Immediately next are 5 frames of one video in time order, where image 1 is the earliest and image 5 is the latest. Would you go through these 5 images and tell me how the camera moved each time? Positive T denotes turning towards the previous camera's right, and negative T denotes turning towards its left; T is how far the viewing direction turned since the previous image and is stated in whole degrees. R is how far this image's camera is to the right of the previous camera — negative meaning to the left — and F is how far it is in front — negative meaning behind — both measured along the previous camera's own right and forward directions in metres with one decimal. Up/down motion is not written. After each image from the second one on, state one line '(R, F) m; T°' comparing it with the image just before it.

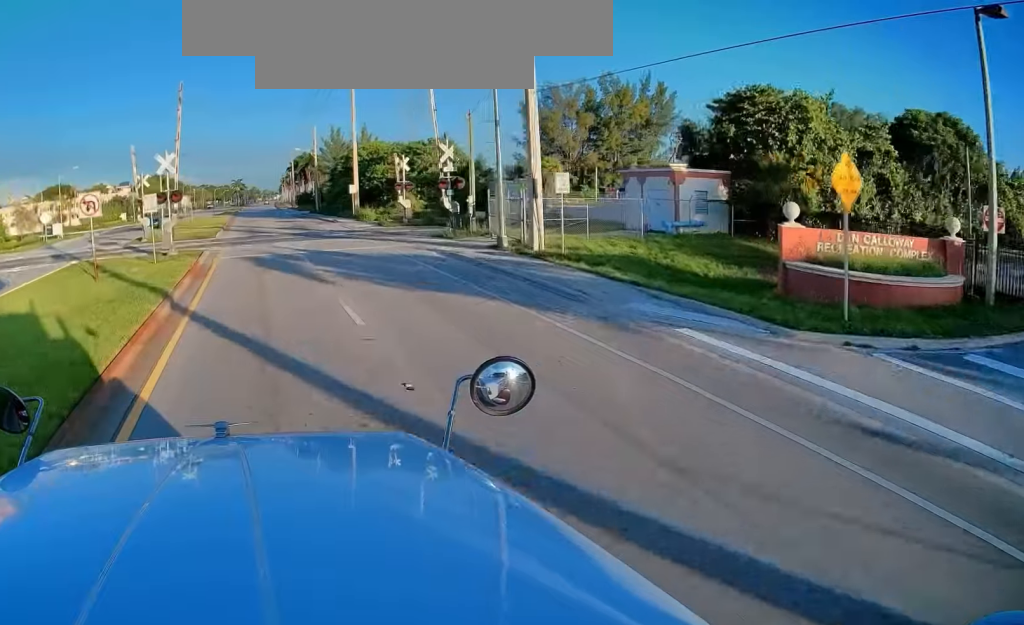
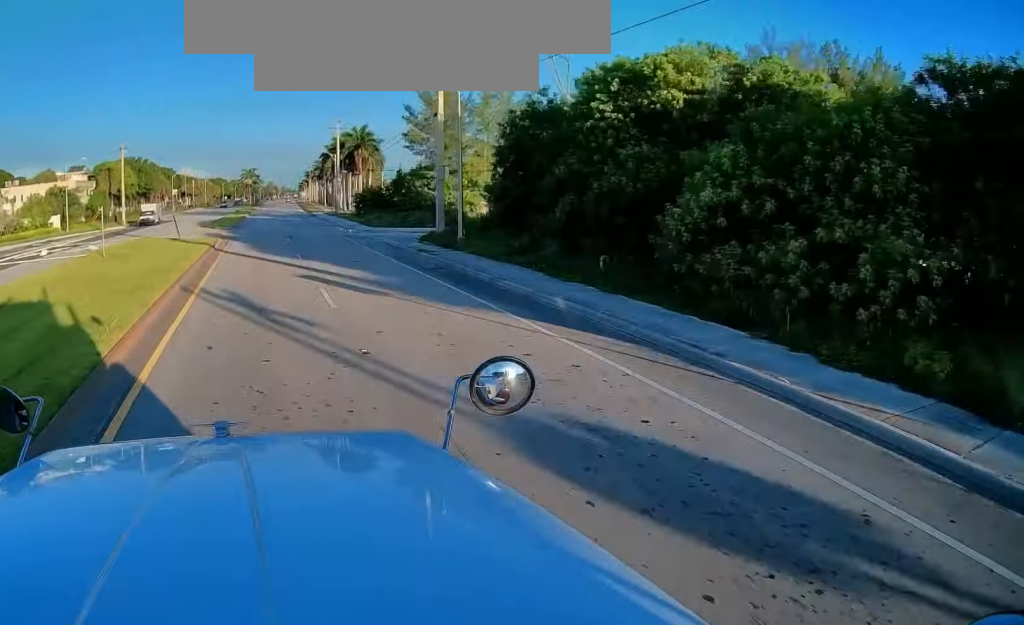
(-1.2, +63.8) m; -2°
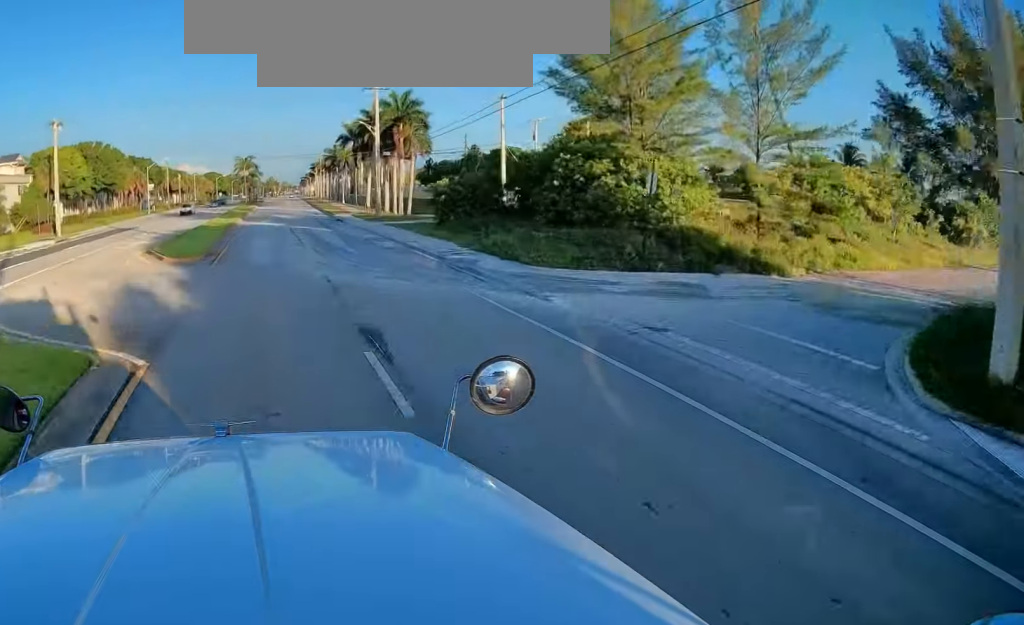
(+0.1, +32.8) m; +1°
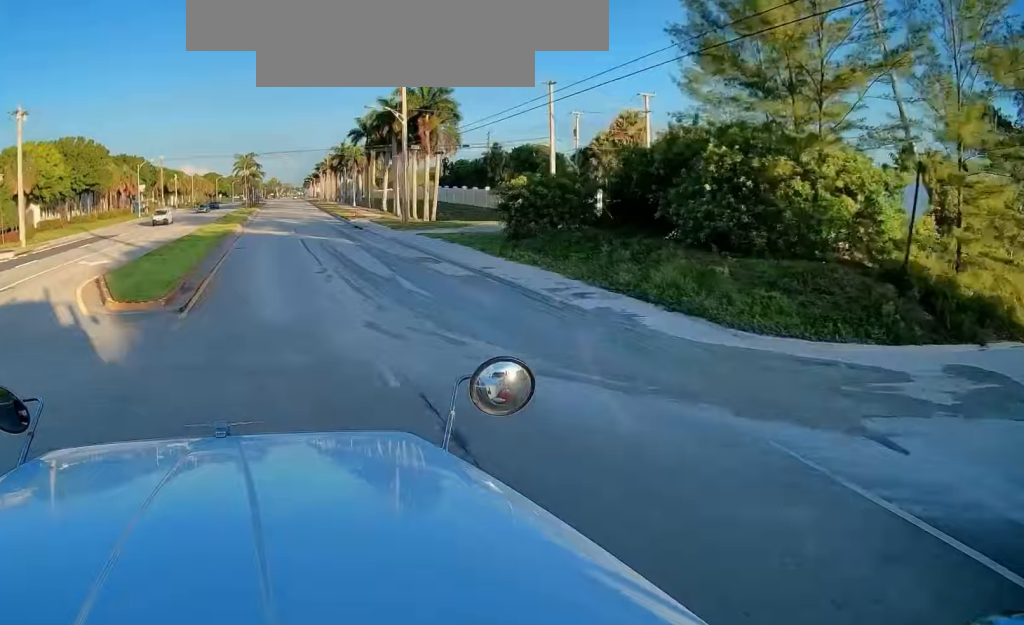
(0.0, +10.8) m; 0°
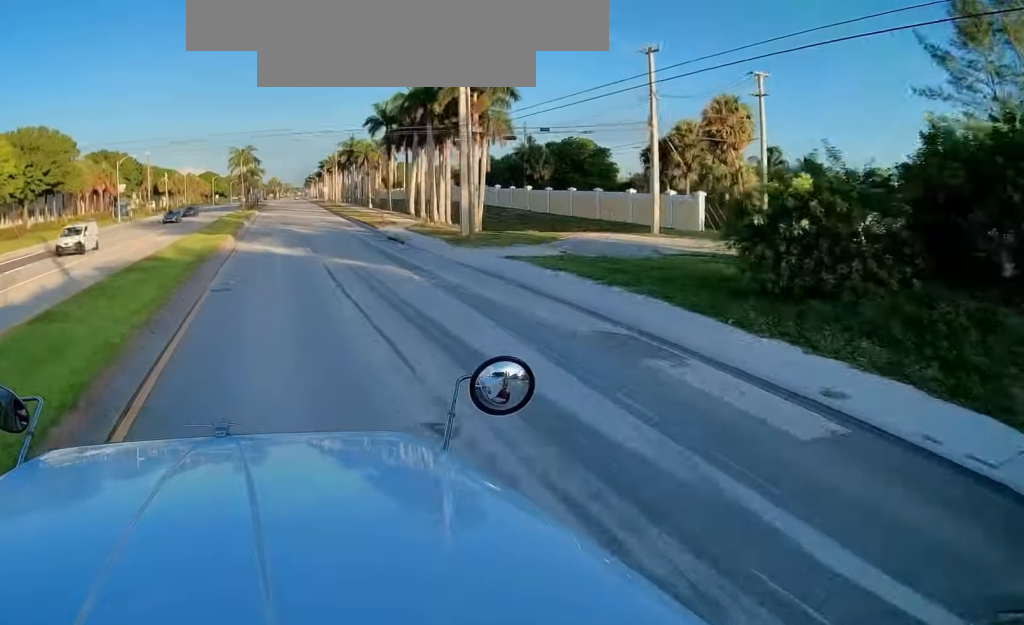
(0.0, +15.0) m; -1°
